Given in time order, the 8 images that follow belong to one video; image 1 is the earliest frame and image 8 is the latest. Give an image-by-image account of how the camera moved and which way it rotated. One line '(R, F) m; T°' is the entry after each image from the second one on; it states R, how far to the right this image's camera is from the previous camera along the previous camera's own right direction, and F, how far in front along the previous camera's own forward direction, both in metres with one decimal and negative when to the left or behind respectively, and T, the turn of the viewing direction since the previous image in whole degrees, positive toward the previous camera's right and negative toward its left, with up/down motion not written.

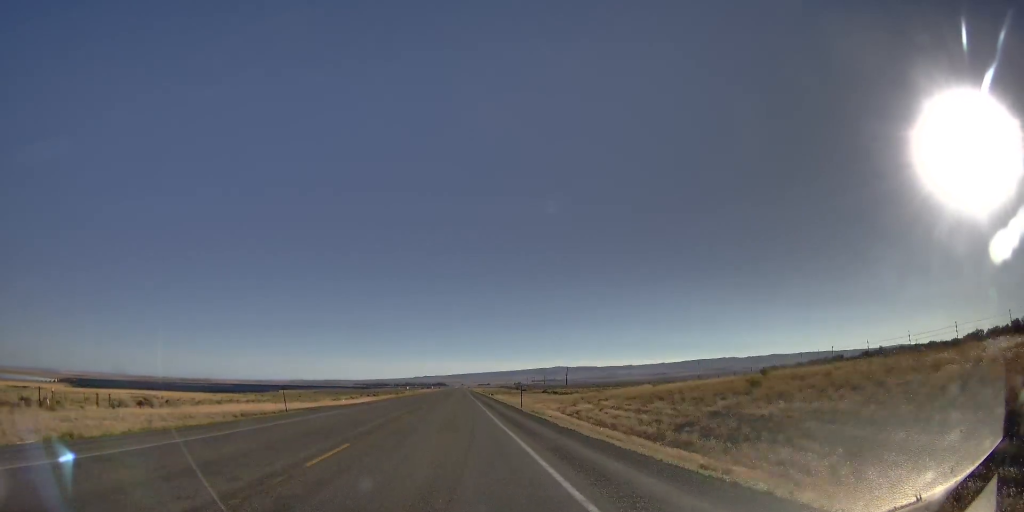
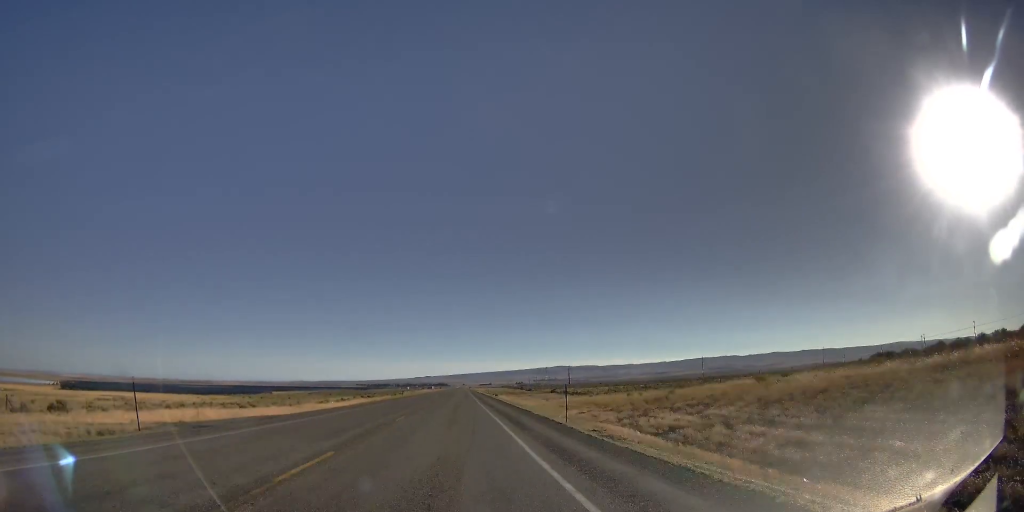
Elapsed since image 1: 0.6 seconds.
(-0.1, +16.9) m; 0°
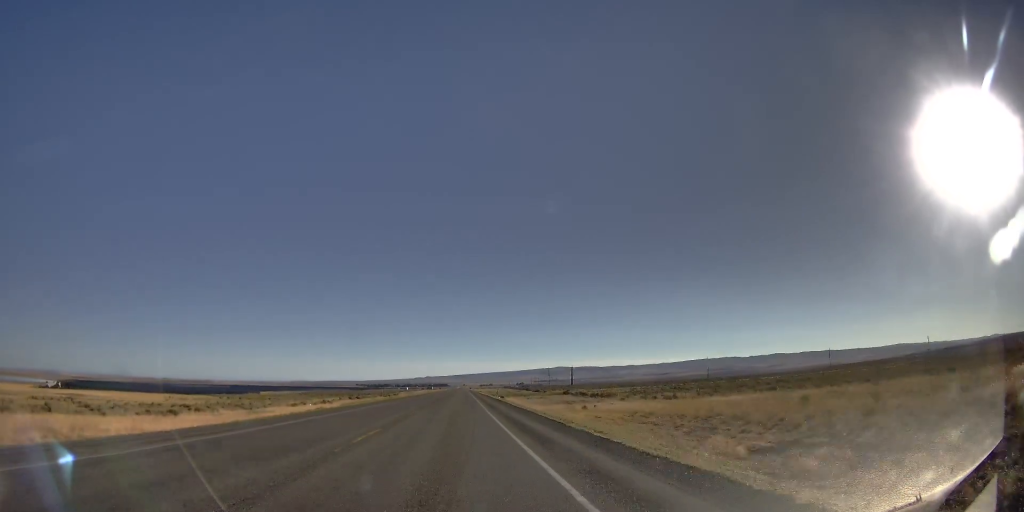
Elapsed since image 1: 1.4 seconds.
(+0.2, +23.9) m; +2°
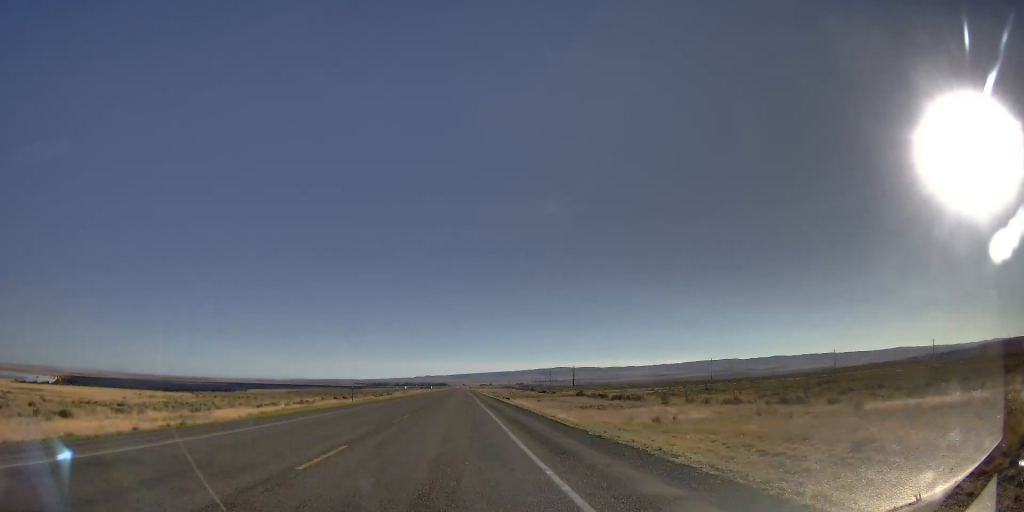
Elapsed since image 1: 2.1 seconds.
(+0.4, +20.7) m; +1°
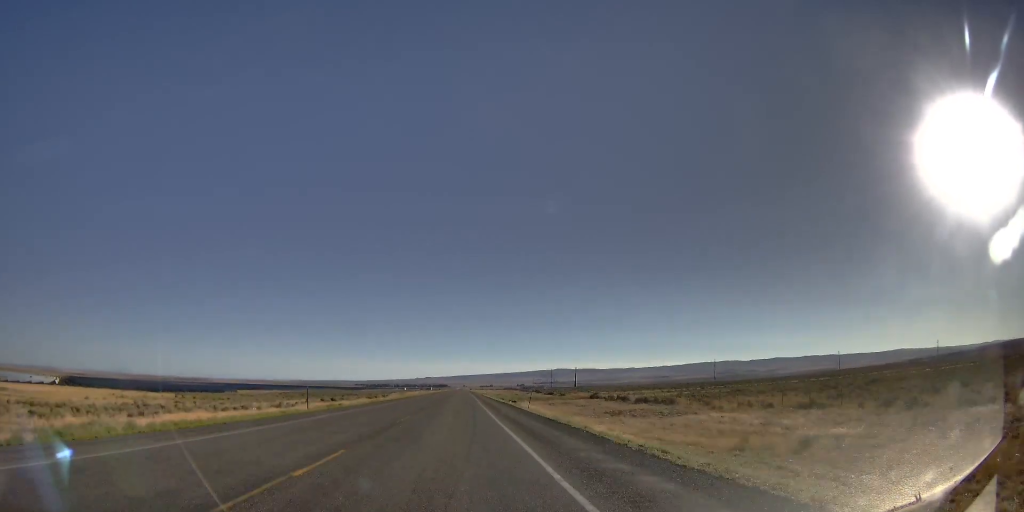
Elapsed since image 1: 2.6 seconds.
(+0.1, +15.8) m; 0°
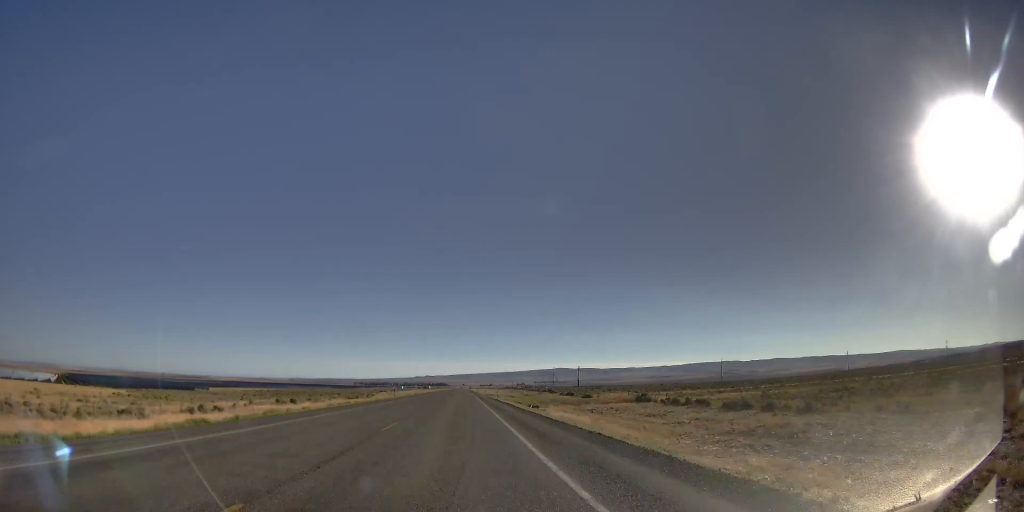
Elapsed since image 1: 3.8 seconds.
(-0.3, +35.2) m; -1°
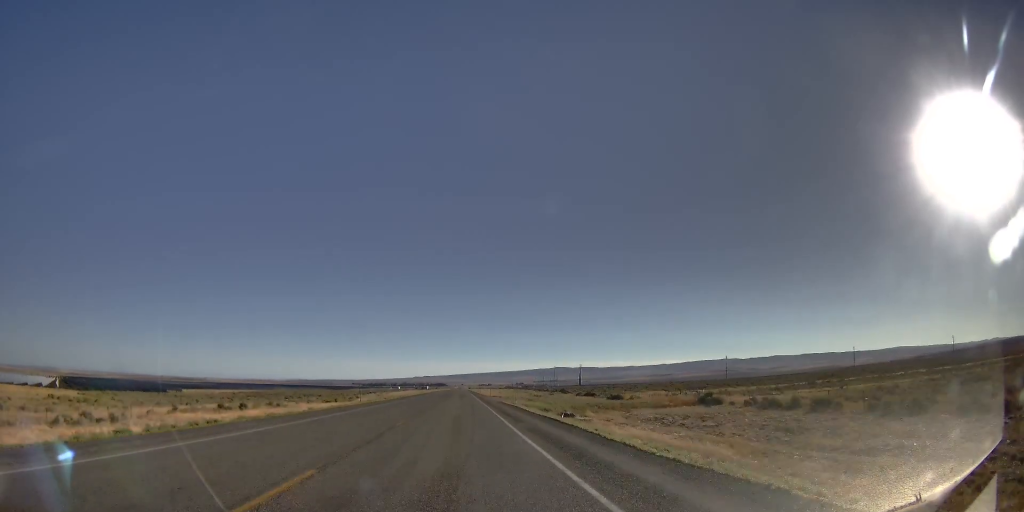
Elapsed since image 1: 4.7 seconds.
(-0.3, +27.1) m; 0°
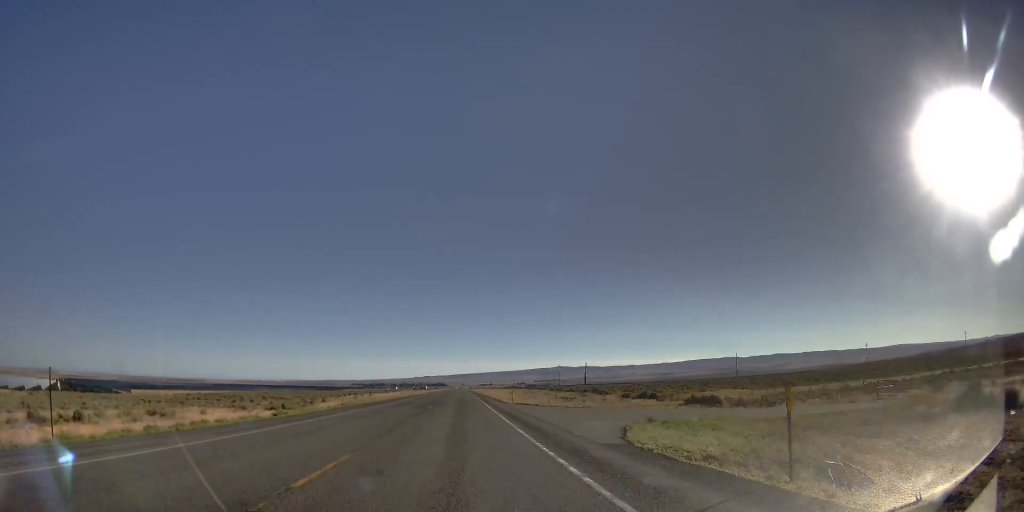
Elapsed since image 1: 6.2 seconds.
(+0.7, +42.3) m; 0°
